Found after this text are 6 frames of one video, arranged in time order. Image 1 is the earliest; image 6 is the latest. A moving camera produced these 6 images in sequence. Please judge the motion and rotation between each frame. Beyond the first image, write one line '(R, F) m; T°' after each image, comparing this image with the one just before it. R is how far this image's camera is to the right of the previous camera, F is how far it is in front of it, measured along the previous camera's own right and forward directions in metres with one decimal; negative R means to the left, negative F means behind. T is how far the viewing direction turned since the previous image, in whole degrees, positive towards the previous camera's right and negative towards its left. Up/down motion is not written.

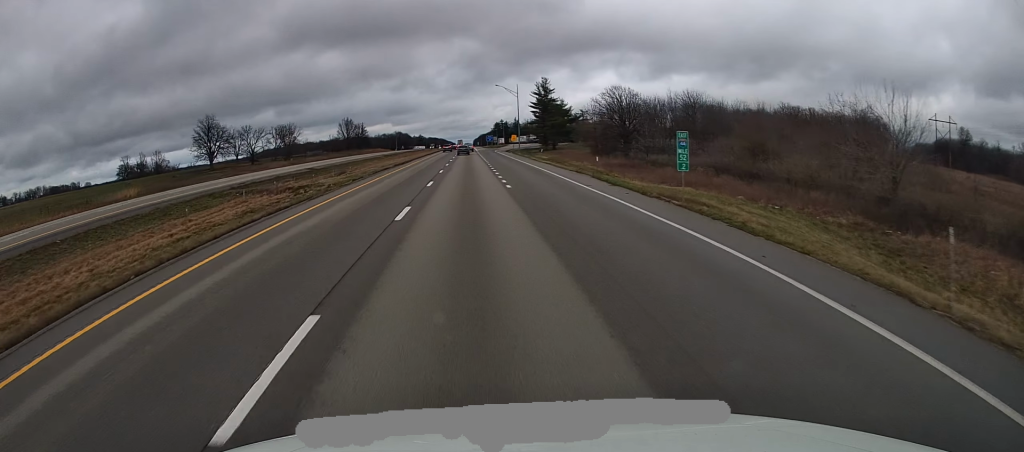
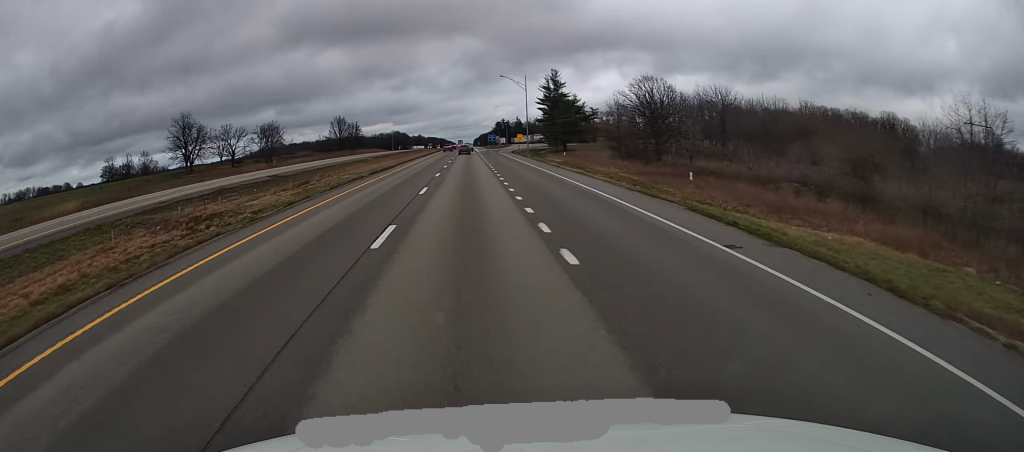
(-0.1, +16.5) m; -1°
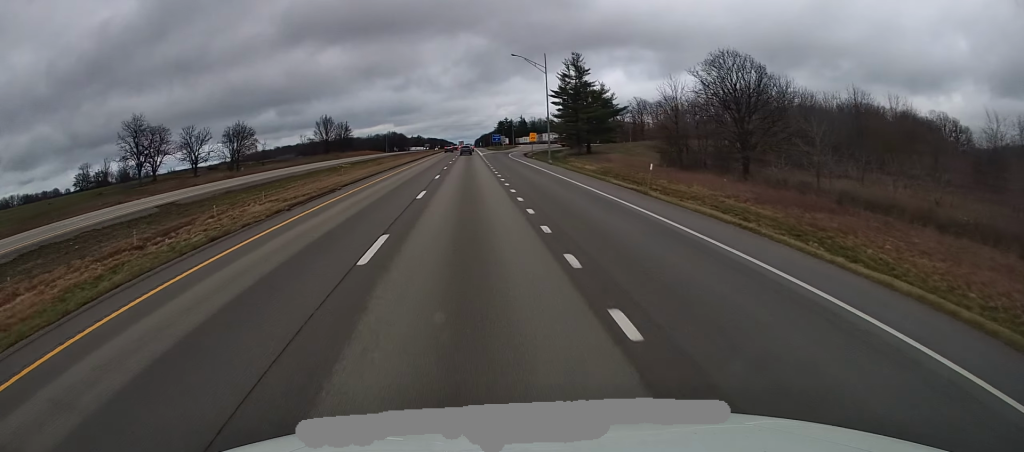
(-0.4, +25.8) m; -1°
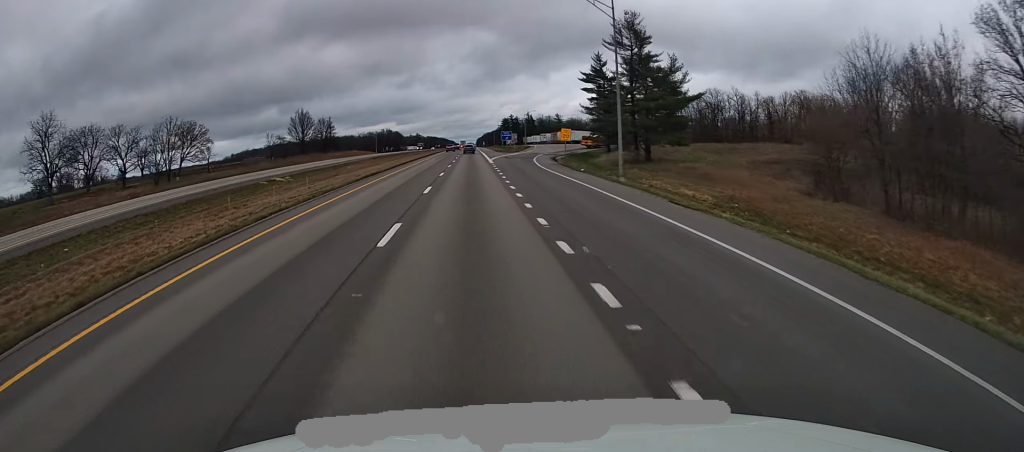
(+0.1, +34.9) m; 0°
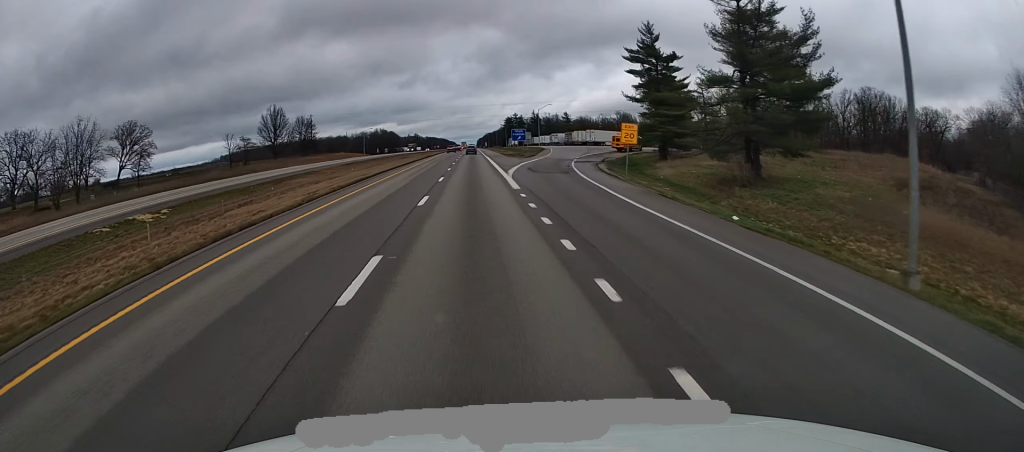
(+0.2, +28.6) m; +1°
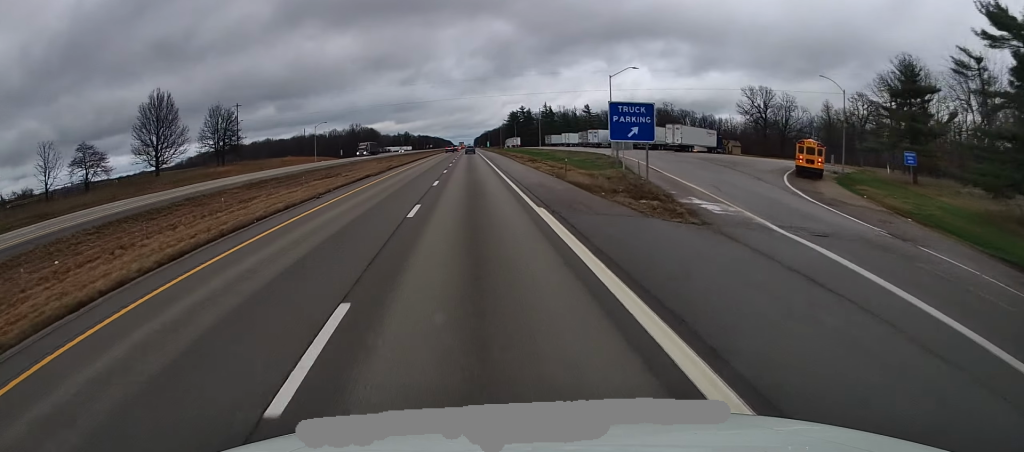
(-0.5, +64.3) m; 0°
